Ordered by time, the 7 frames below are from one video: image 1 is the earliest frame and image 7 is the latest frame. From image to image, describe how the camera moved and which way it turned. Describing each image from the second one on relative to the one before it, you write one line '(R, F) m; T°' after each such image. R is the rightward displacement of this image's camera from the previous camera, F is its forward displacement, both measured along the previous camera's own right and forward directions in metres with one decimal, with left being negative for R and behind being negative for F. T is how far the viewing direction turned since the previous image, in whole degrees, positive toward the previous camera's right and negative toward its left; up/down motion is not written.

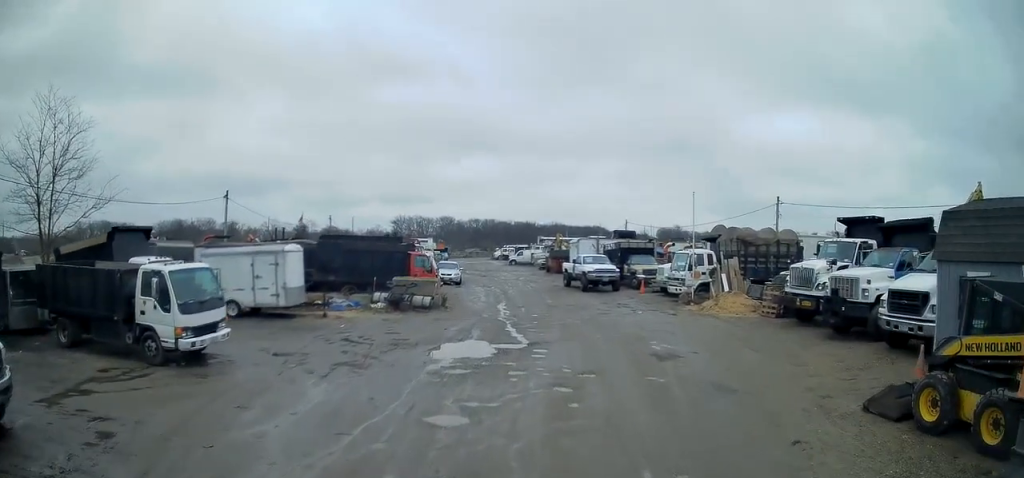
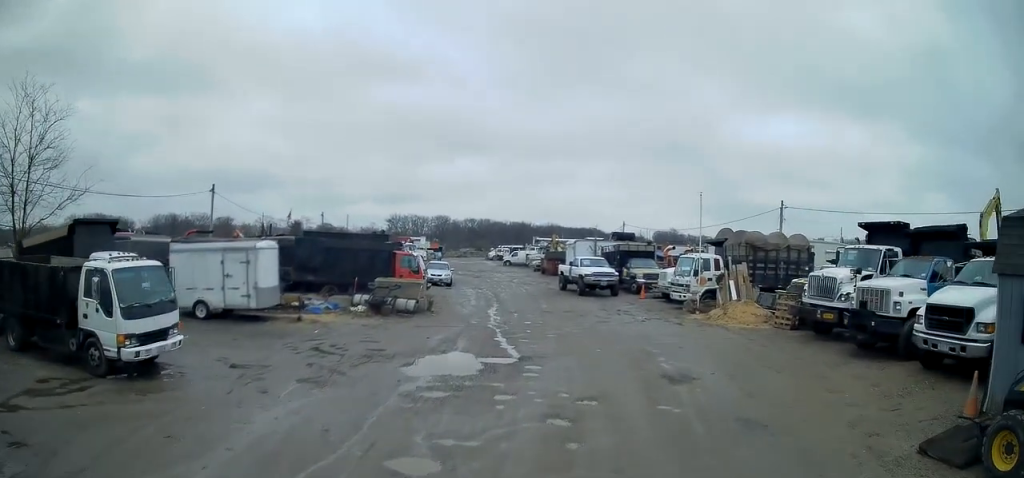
(-0.1, +1.8) m; +1°
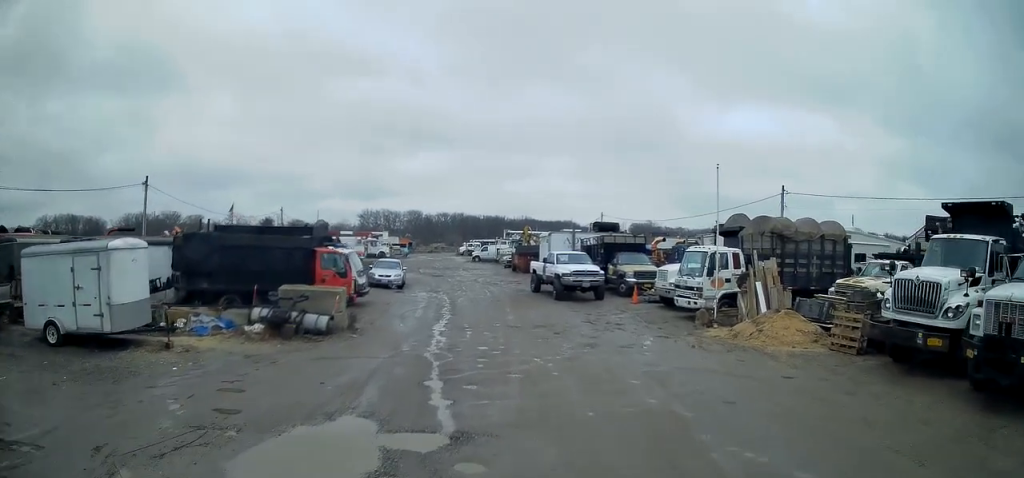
(+0.3, +6.0) m; +1°
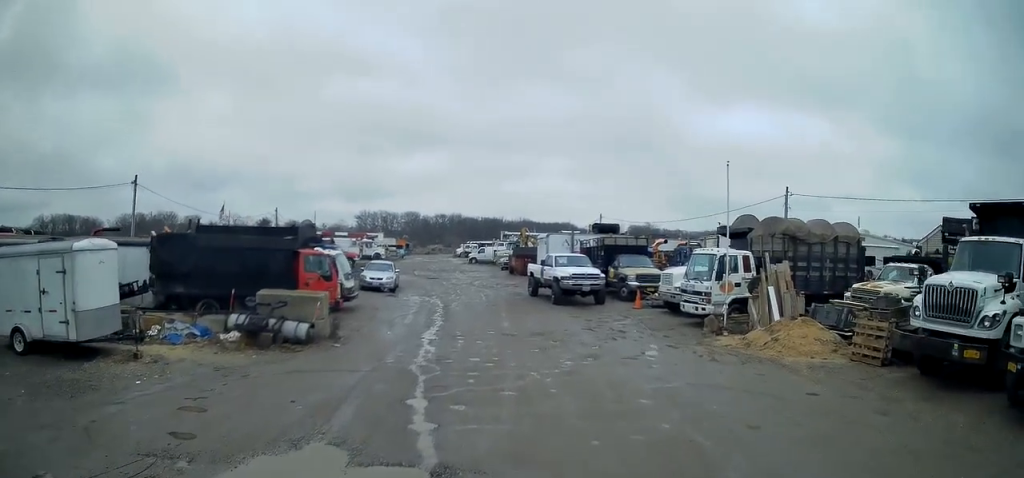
(+0.1, +1.2) m; 0°
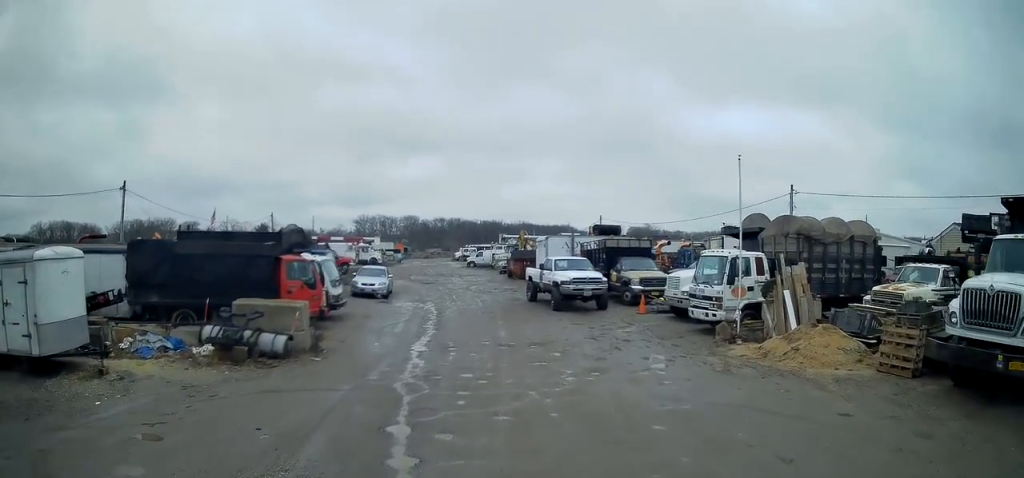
(-0.1, +1.3) m; -3°
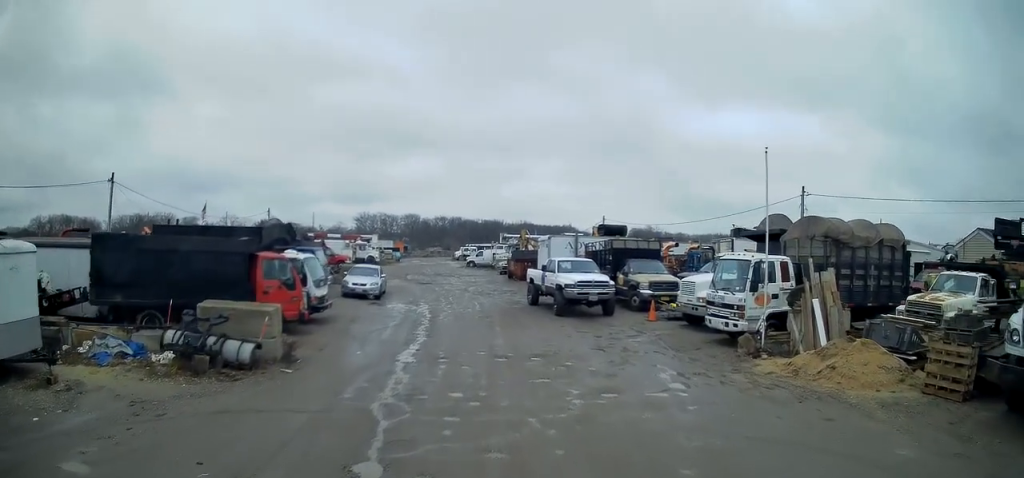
(0.0, +1.7) m; -2°
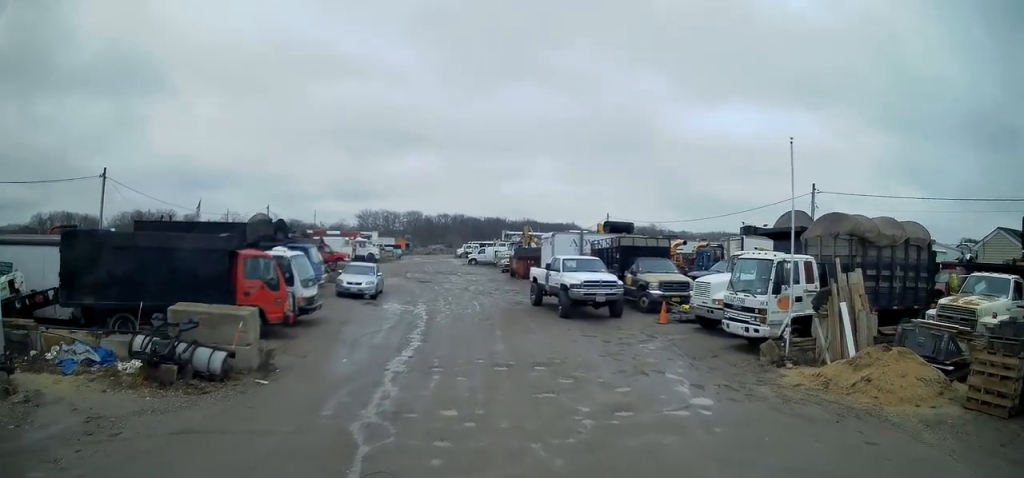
(0.0, +1.2) m; 0°
